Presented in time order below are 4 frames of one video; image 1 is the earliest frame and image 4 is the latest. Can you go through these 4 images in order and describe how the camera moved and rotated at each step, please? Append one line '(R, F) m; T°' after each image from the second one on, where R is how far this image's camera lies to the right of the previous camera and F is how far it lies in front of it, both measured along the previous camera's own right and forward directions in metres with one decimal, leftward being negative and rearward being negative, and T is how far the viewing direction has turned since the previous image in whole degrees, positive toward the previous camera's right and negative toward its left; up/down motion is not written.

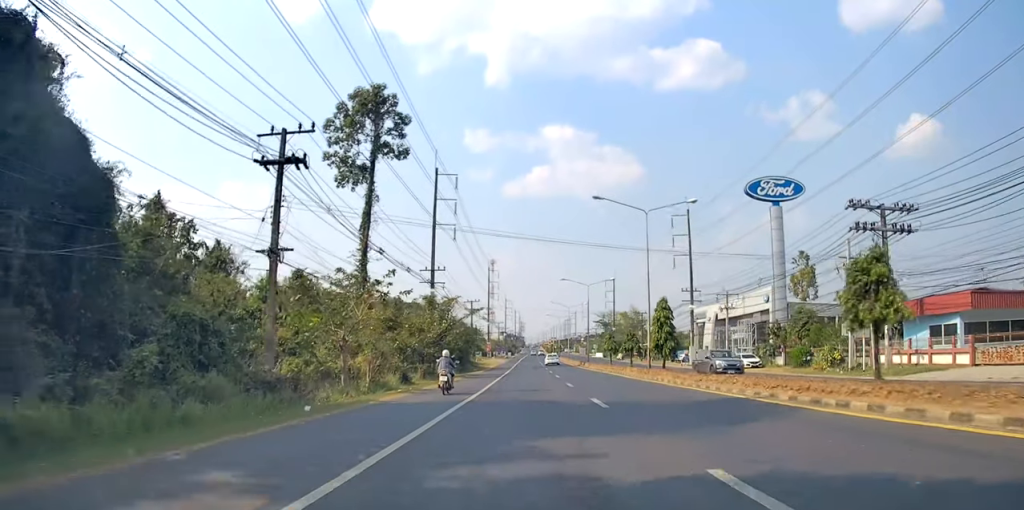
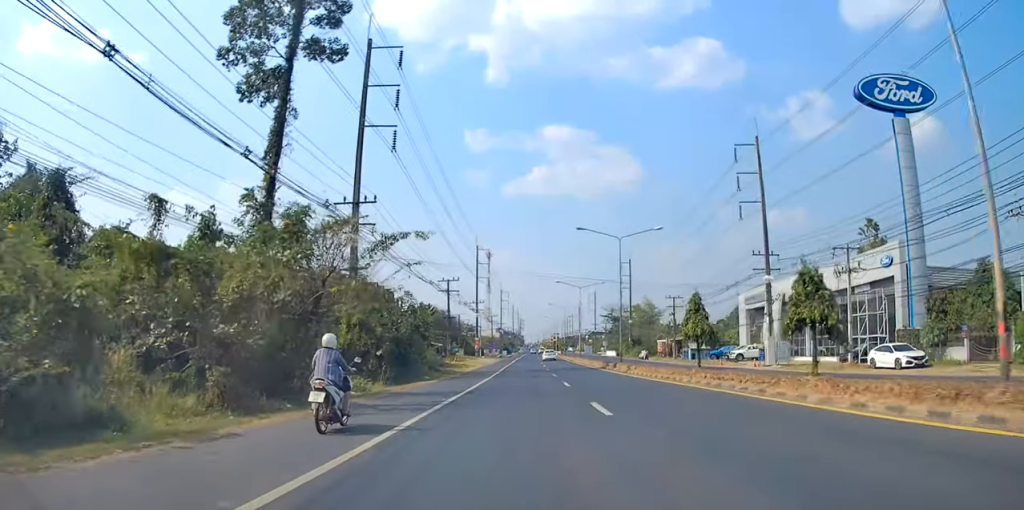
(-1.0, +27.9) m; -1°
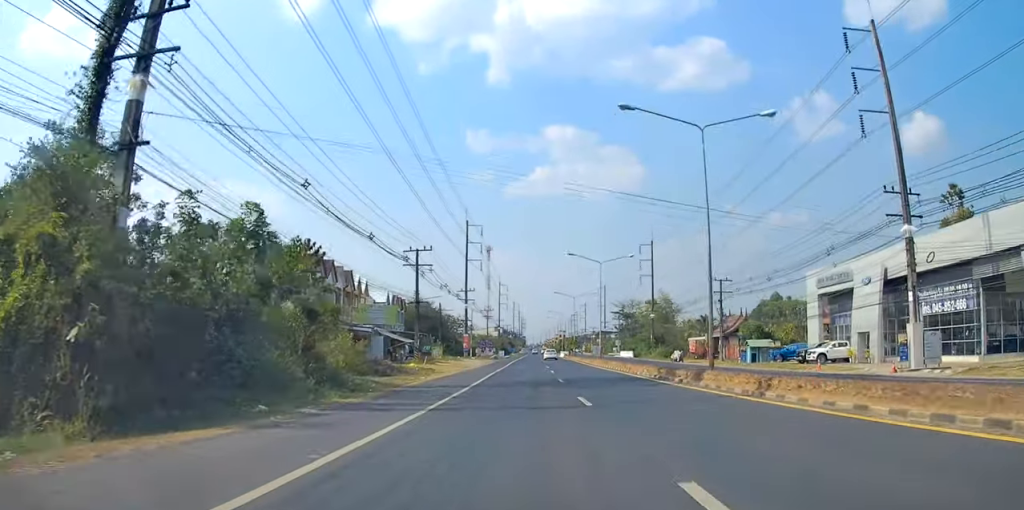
(+0.3, +22.0) m; +1°
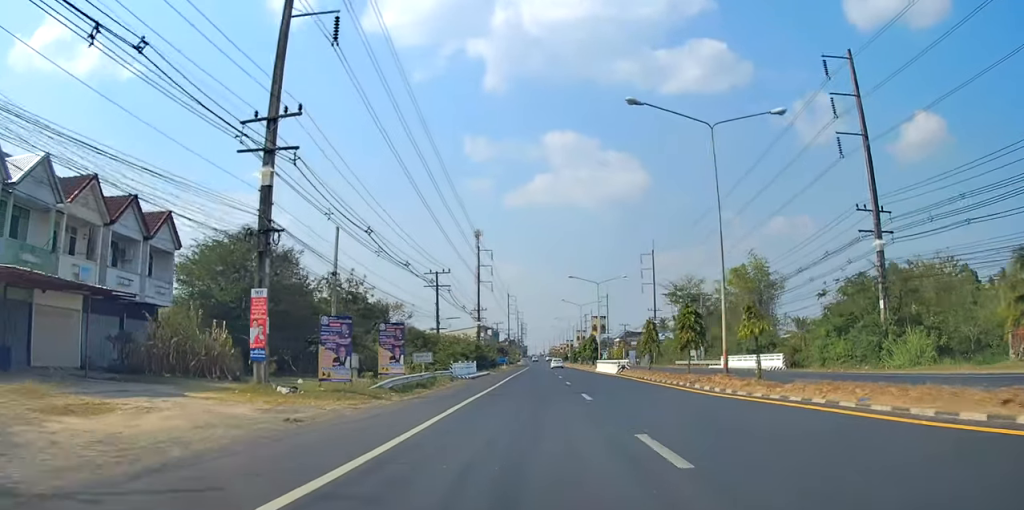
(-0.6, +72.1) m; 0°
